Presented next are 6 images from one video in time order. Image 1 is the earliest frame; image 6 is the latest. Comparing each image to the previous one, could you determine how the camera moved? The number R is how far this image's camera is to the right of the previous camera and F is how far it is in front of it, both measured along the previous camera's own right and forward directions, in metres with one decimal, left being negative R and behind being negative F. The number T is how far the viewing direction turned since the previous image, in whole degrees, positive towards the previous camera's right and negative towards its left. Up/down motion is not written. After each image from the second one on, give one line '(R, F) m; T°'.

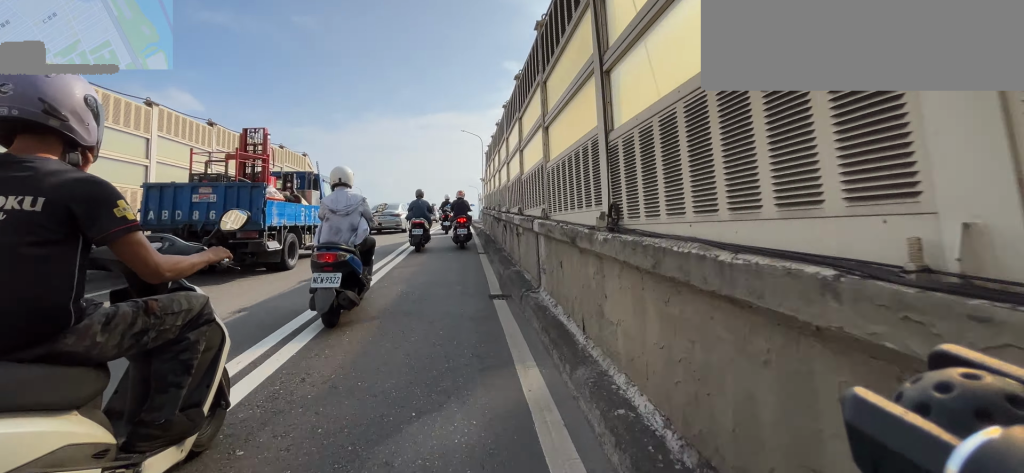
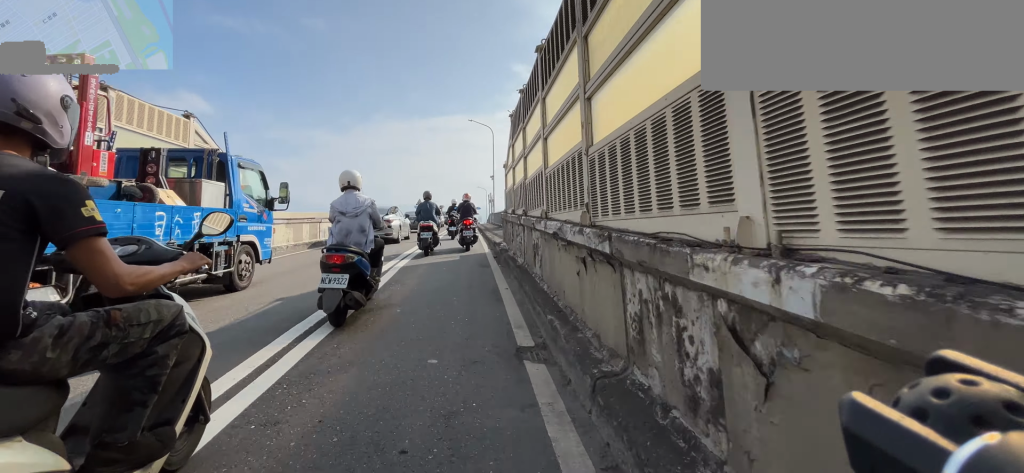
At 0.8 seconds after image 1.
(0.0, +7.6) m; 0°
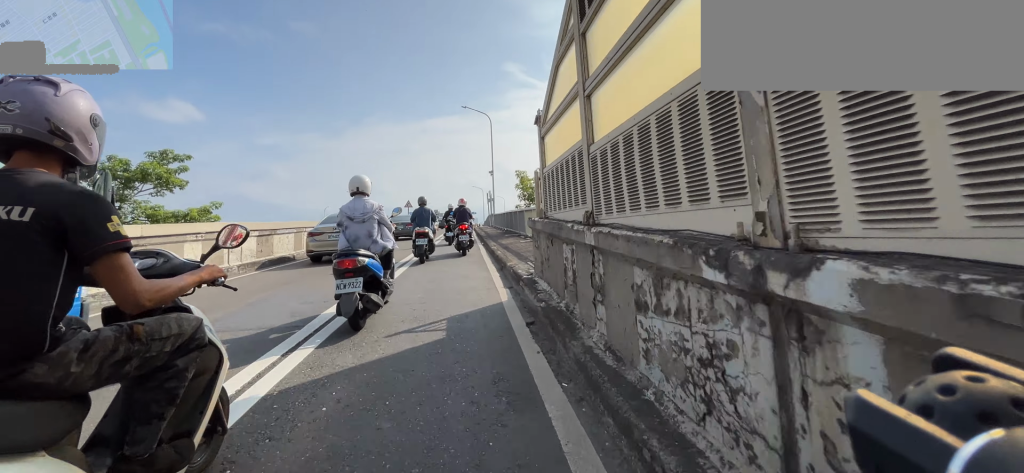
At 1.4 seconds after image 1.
(0.0, +6.1) m; 0°
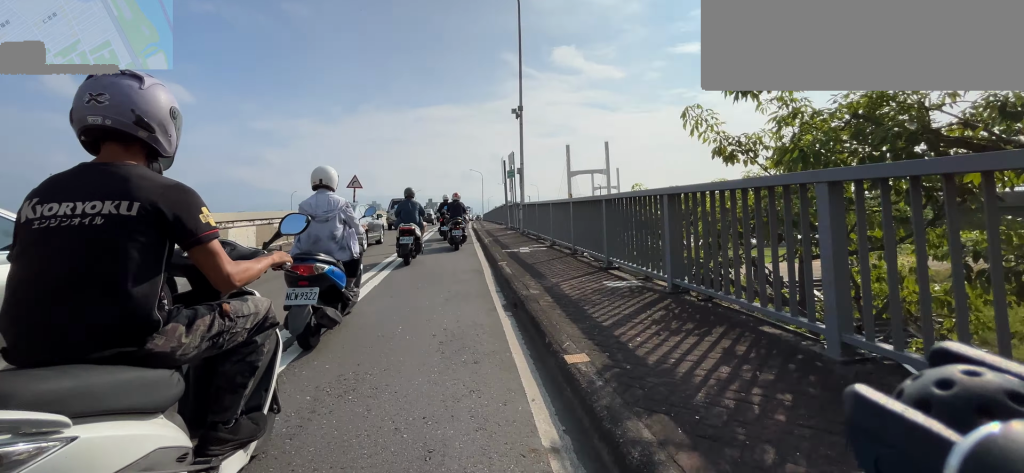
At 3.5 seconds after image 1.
(+0.3, +20.2) m; +1°
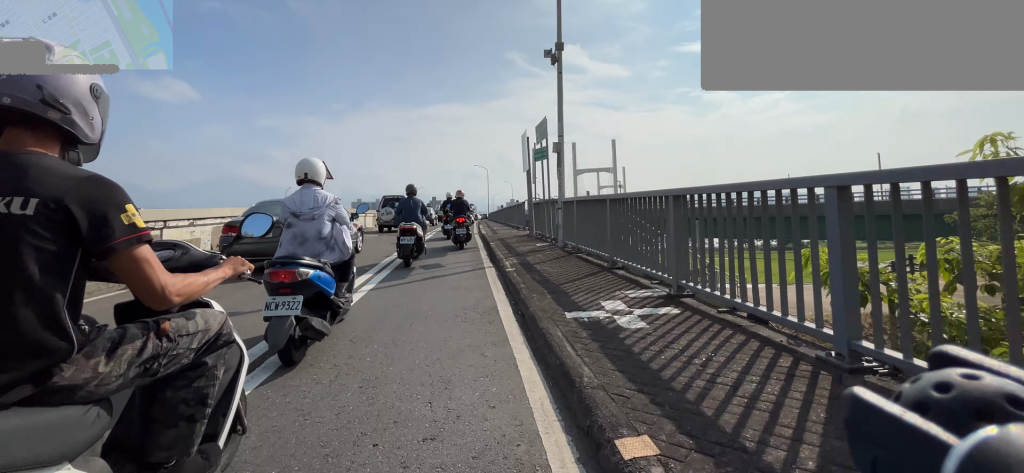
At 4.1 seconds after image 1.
(0.0, +6.2) m; 0°
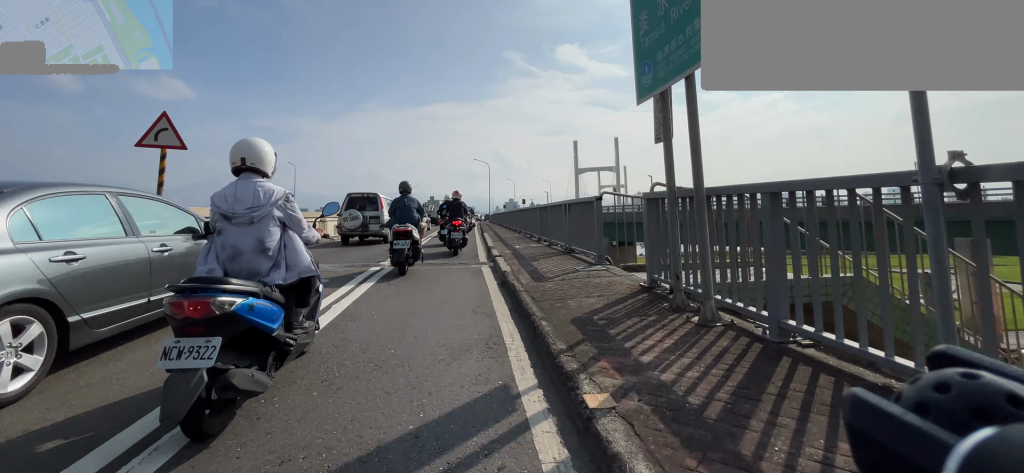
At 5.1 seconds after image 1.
(0.0, +9.5) m; 0°
